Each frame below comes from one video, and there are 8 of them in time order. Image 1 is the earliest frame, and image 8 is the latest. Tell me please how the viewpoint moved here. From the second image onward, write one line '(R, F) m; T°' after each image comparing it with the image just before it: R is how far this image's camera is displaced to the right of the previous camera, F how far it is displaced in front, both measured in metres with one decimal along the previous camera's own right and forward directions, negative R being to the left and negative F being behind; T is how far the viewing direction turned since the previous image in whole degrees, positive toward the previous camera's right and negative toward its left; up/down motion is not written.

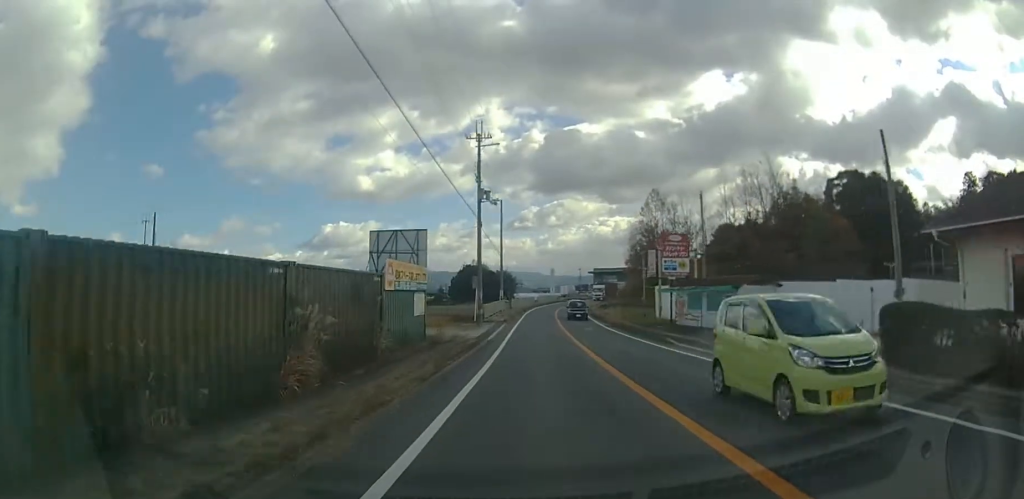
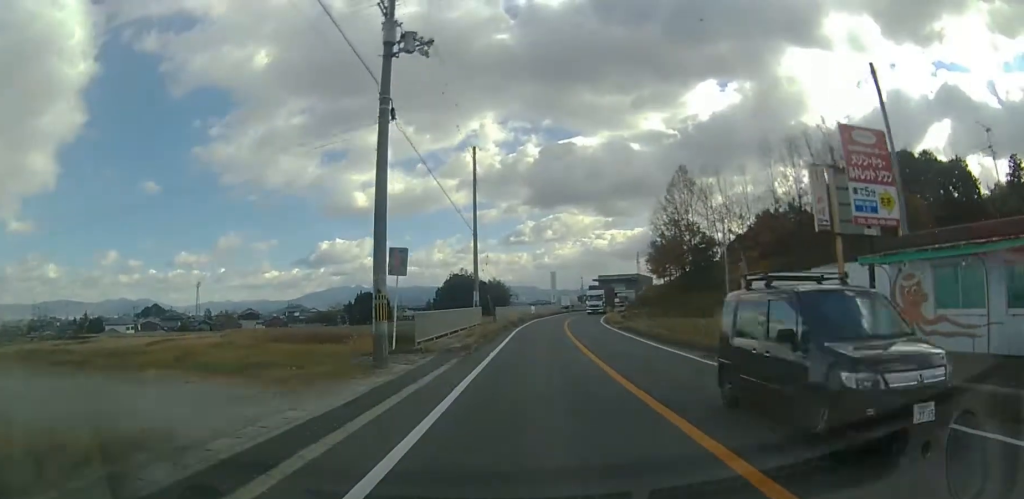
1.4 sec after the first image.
(-0.1, +21.5) m; 0°
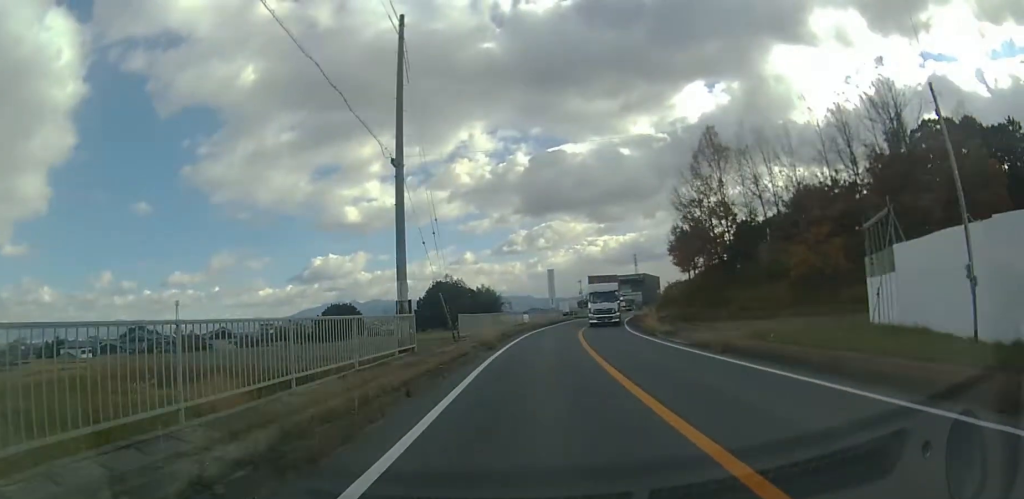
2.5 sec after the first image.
(+0.2, +17.6) m; +1°
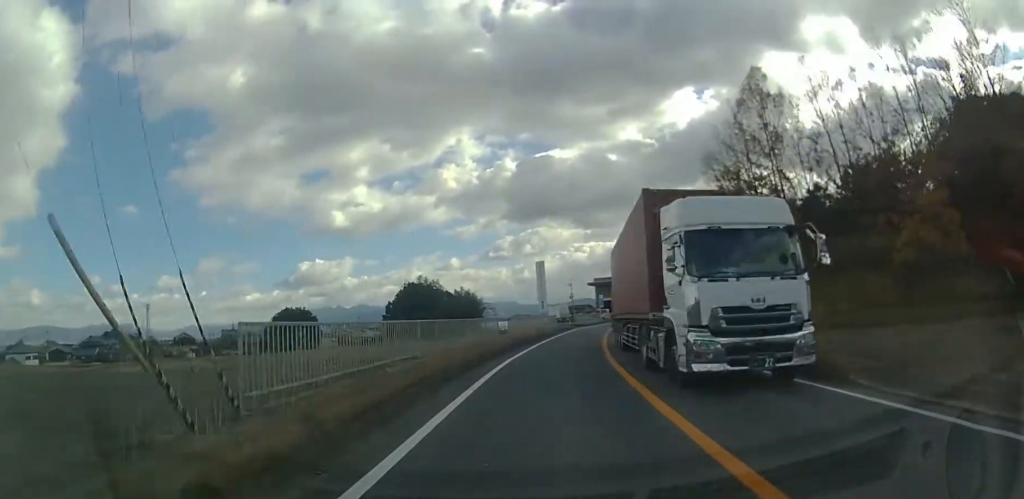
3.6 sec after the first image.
(+0.1, +17.1) m; +2°
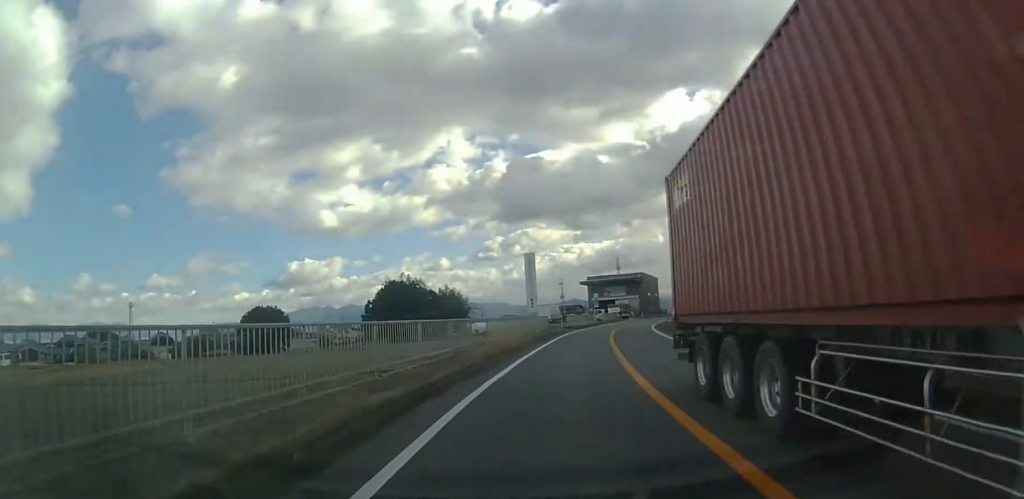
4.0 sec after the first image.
(+0.1, +7.1) m; +1°
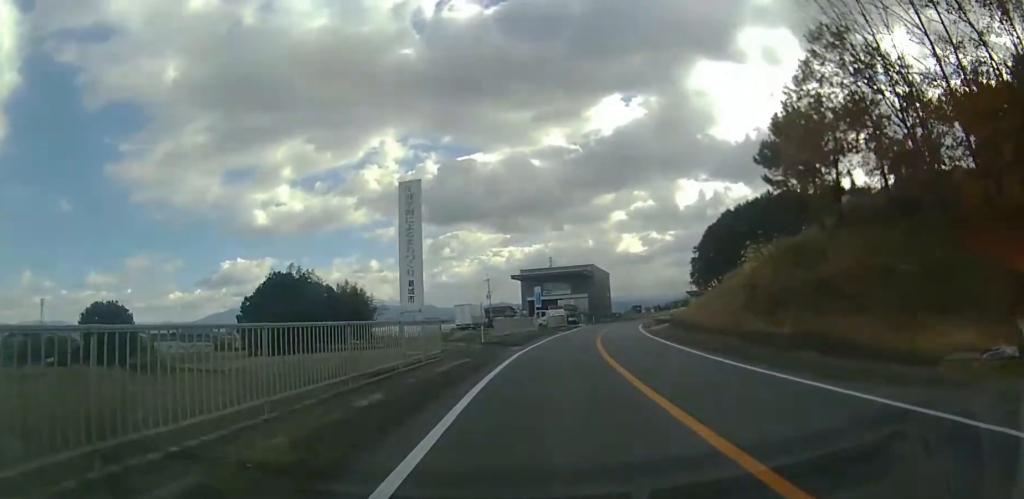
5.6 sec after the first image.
(+0.5, +25.2) m; +4°
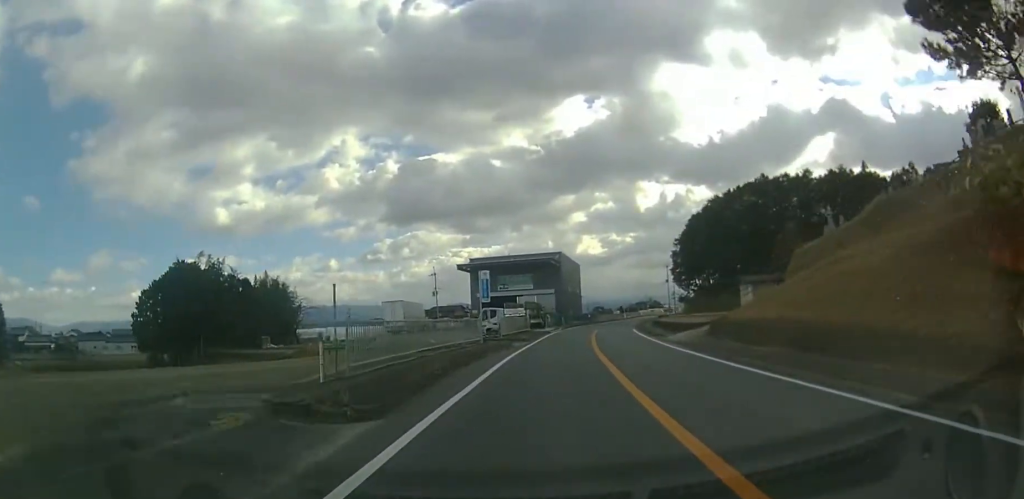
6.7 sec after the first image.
(+0.9, +17.5) m; +5°
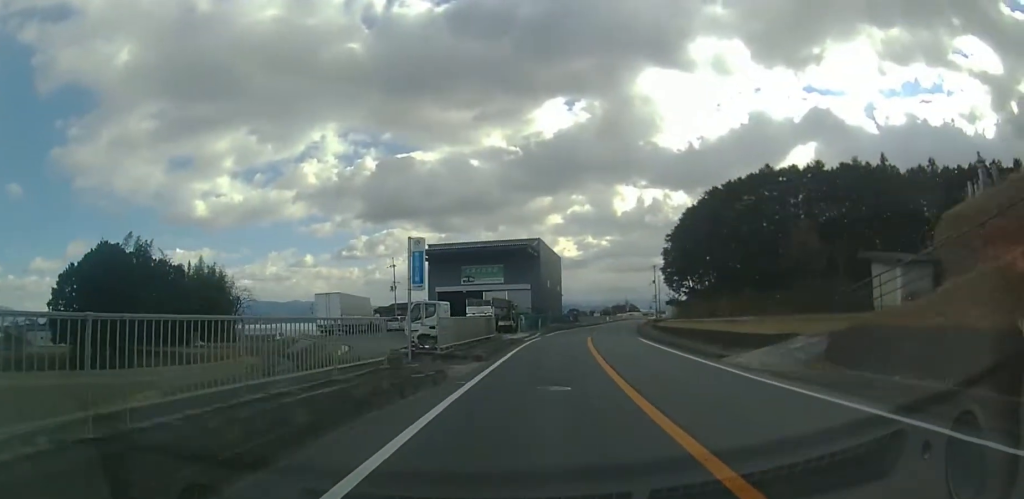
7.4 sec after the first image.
(+0.2, +12.3) m; +2°
